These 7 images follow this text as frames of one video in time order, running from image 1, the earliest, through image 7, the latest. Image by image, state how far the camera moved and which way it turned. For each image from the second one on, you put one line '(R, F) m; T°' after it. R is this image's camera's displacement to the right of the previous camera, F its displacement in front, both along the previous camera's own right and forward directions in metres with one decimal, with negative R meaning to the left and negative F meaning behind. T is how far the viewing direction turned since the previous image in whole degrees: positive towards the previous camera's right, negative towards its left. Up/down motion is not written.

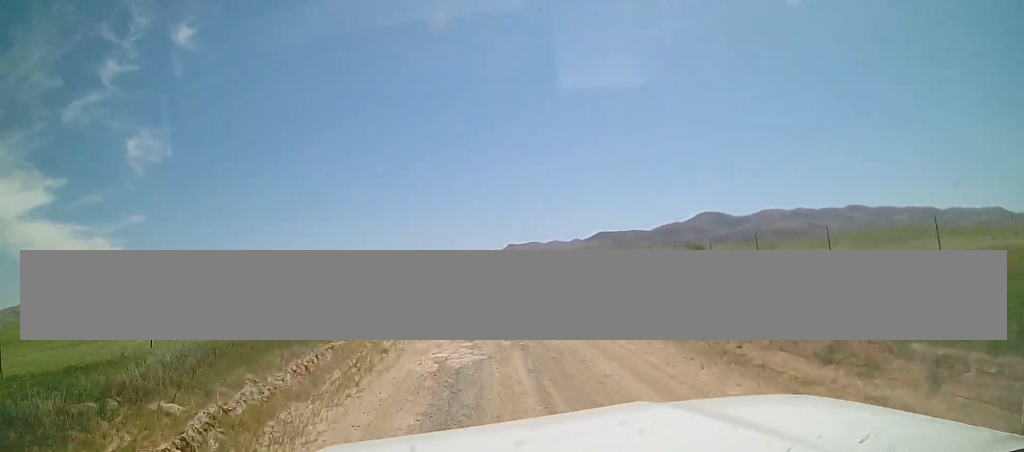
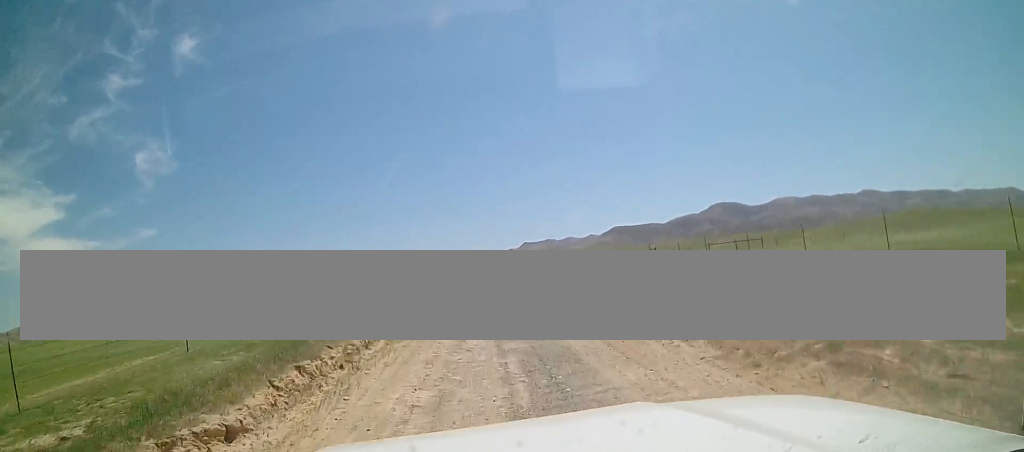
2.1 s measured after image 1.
(-1.0, +22.3) m; -1°
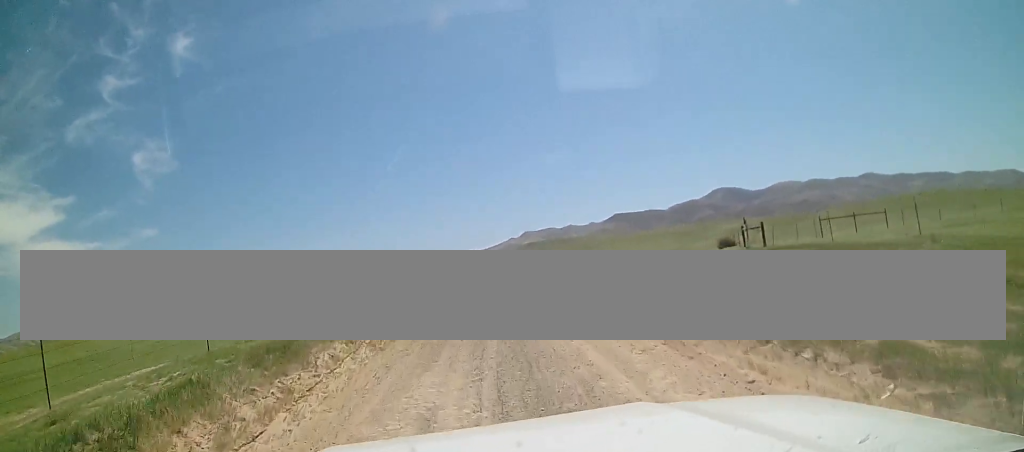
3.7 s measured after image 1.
(+0.2, +17.6) m; -1°
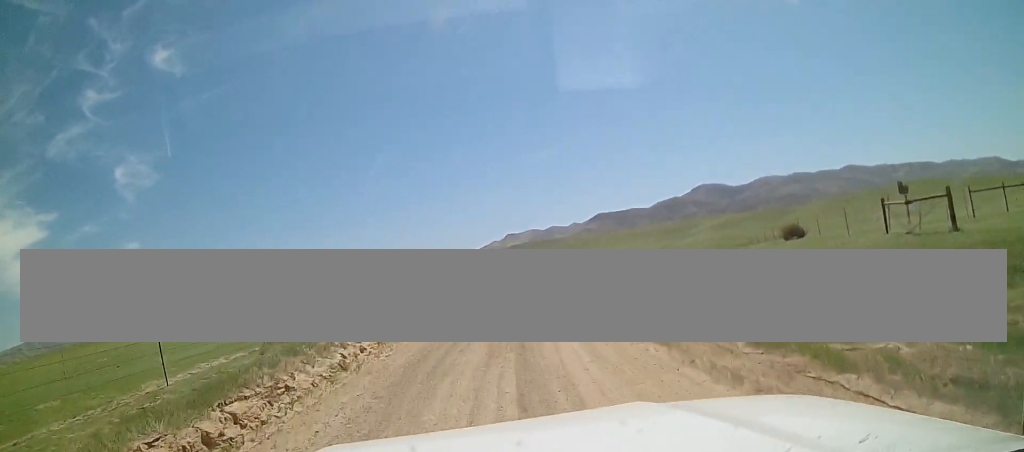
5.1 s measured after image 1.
(-0.2, +13.4) m; +1°
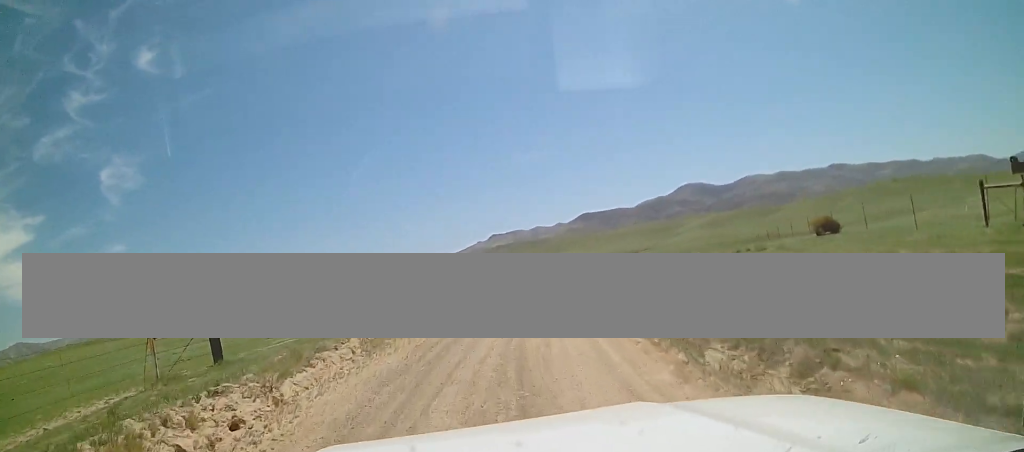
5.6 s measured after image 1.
(+0.1, +5.3) m; +2°
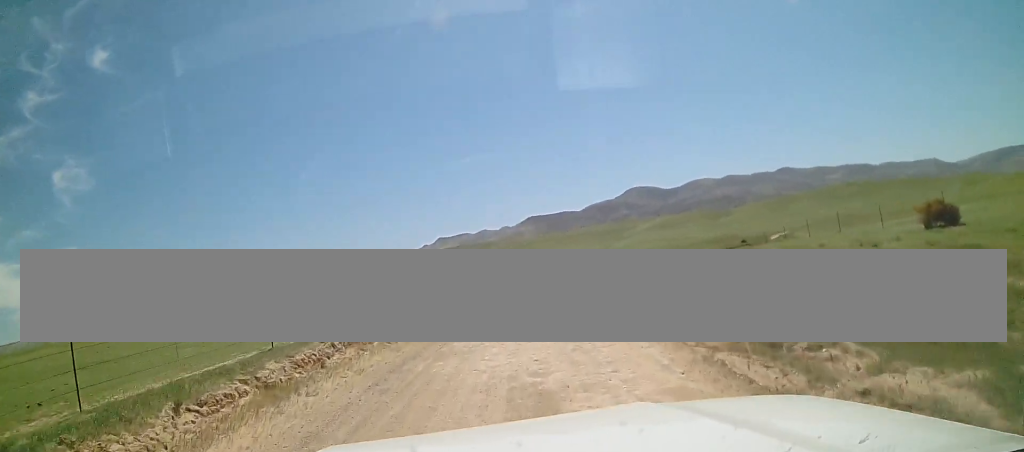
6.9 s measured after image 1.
(+0.3, +11.7) m; +5°
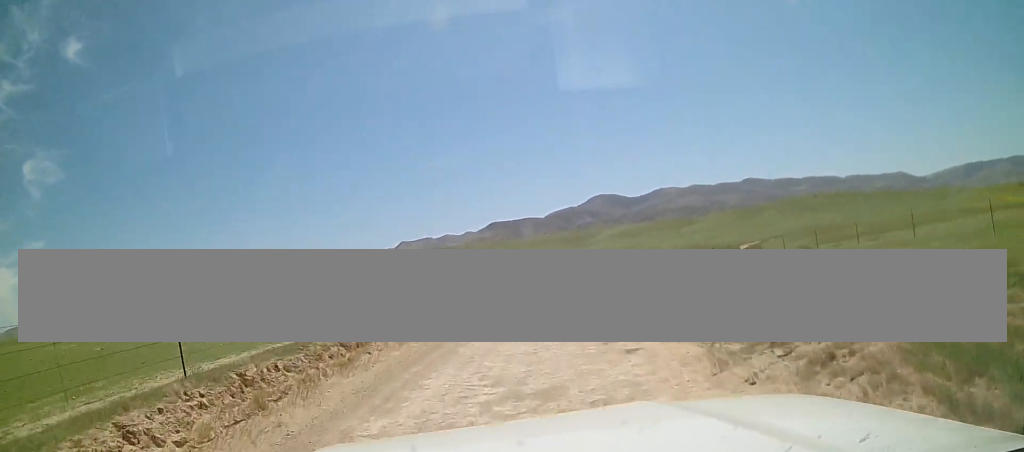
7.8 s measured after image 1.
(+0.4, +8.4) m; +7°
